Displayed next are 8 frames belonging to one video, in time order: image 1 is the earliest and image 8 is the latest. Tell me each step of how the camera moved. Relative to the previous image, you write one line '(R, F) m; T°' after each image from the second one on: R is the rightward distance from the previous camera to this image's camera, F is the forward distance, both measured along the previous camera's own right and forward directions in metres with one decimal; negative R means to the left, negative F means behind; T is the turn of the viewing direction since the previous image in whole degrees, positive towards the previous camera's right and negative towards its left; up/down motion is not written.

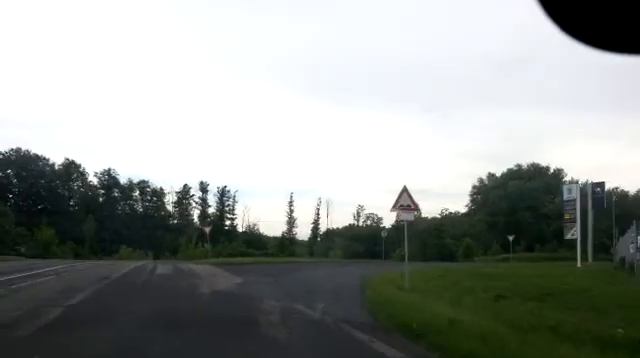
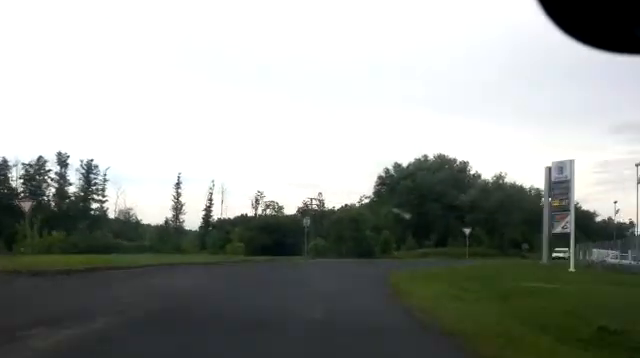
(+0.3, +16.1) m; +7°
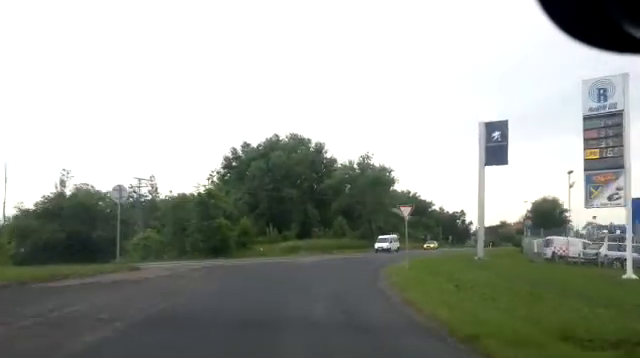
(+2.4, +19.0) m; +15°
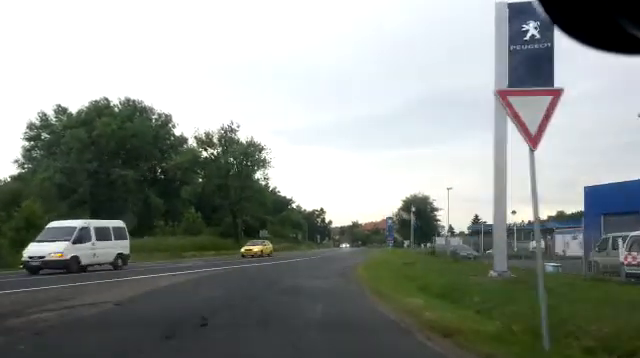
(+3.6, +18.8) m; +20°
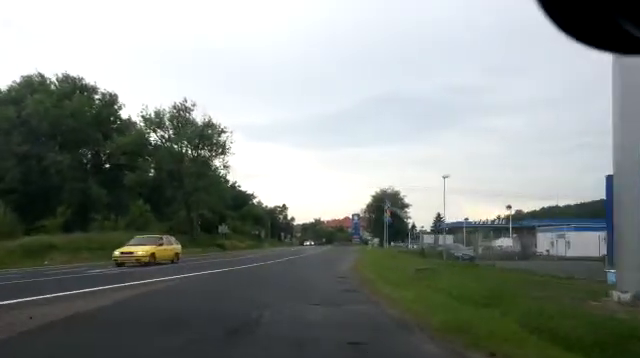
(-0.2, +7.2) m; +7°
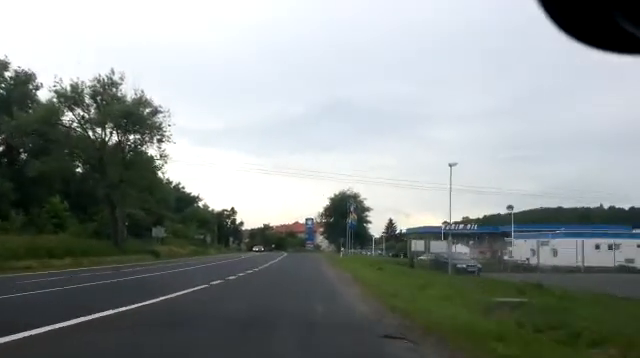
(+1.2, +9.0) m; +8°
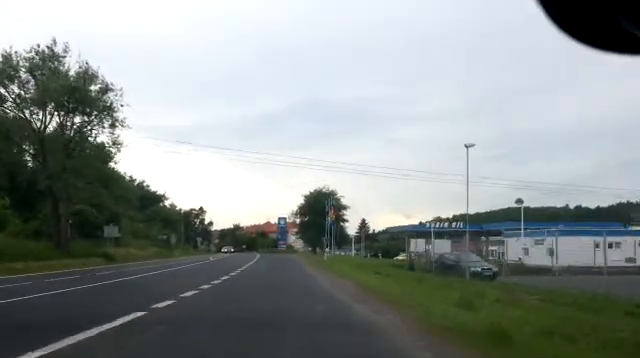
(+0.2, +5.3) m; +3°
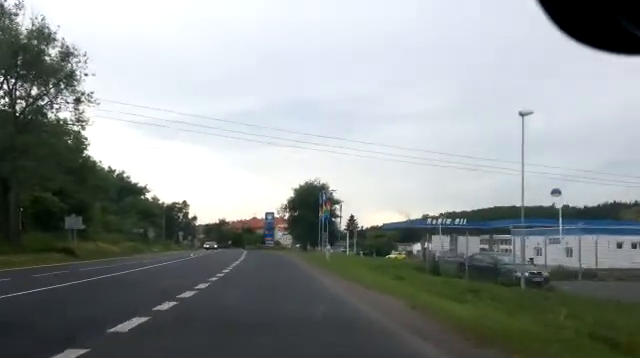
(-0.1, +5.1) m; +2°
